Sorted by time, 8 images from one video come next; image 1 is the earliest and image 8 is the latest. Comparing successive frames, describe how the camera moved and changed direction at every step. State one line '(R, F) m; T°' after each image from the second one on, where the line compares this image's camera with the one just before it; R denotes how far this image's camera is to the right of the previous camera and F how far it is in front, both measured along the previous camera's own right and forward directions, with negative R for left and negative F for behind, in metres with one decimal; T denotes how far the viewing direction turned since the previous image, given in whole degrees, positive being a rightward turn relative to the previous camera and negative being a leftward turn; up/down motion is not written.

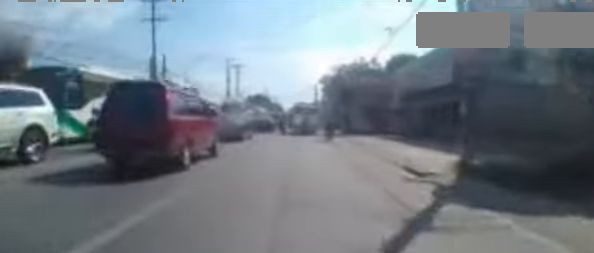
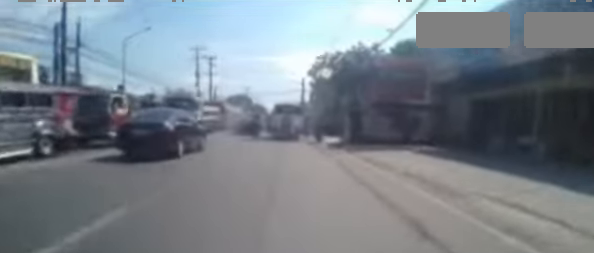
(-0.7, +10.6) m; -3°
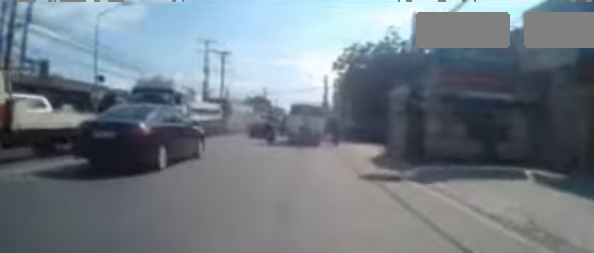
(+0.4, +6.7) m; +1°
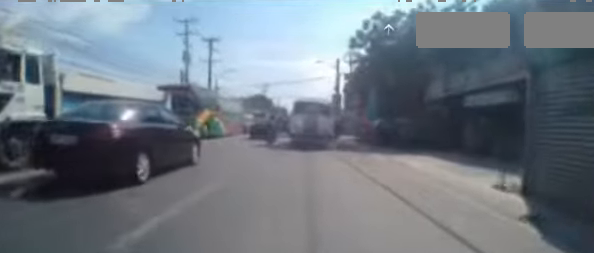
(-0.9, +9.0) m; -4°
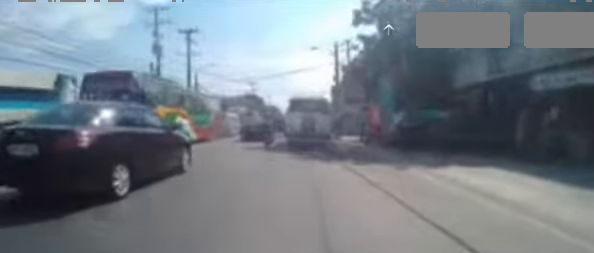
(+0.4, +5.3) m; +4°
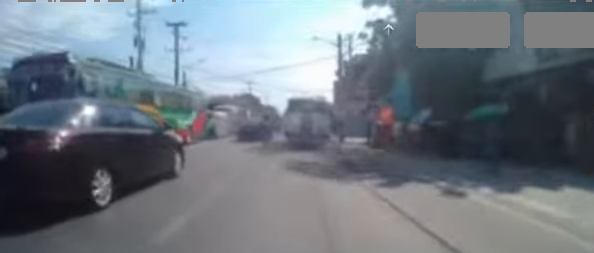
(+0.1, +3.2) m; -2°
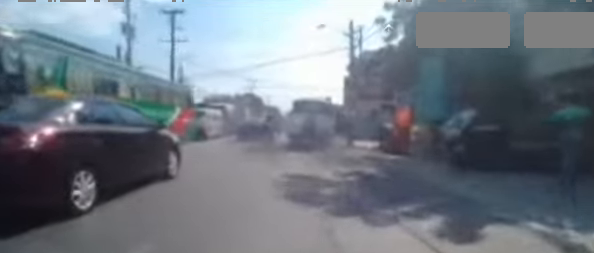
(-0.2, +2.8) m; -5°
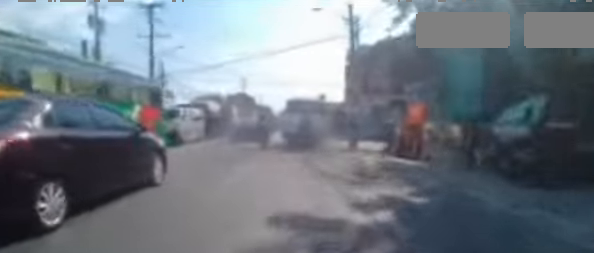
(-0.1, +2.9) m; -1°
